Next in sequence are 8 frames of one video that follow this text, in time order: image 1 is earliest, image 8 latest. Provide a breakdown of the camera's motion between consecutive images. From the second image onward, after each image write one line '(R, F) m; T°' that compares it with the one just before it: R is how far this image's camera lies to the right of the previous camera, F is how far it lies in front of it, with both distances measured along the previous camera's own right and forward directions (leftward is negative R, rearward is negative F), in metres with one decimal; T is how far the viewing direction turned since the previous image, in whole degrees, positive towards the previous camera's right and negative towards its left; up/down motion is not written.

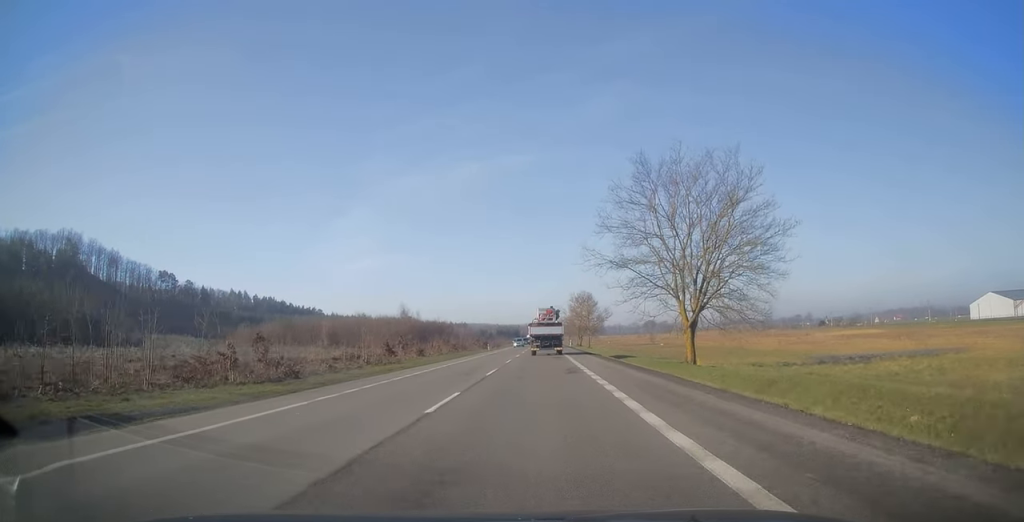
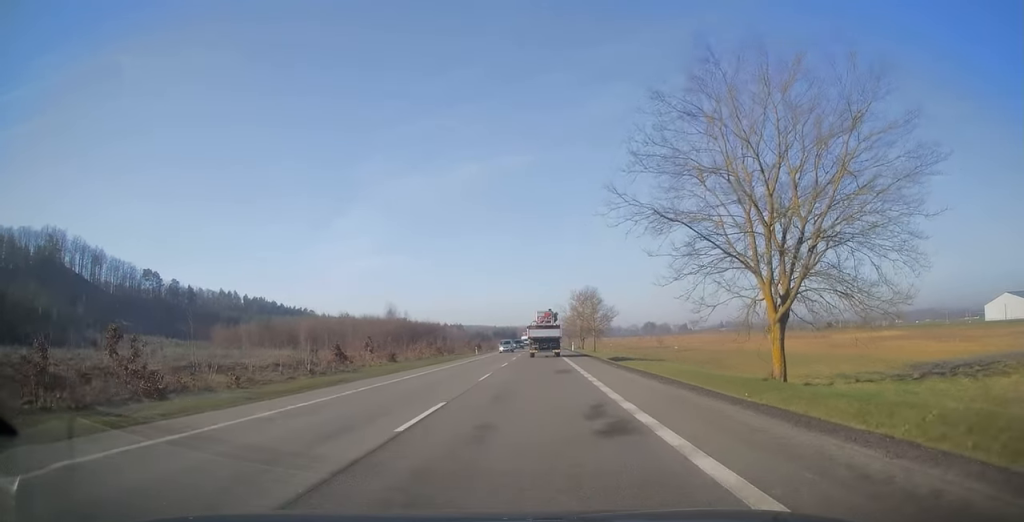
(-0.2, +13.9) m; -1°
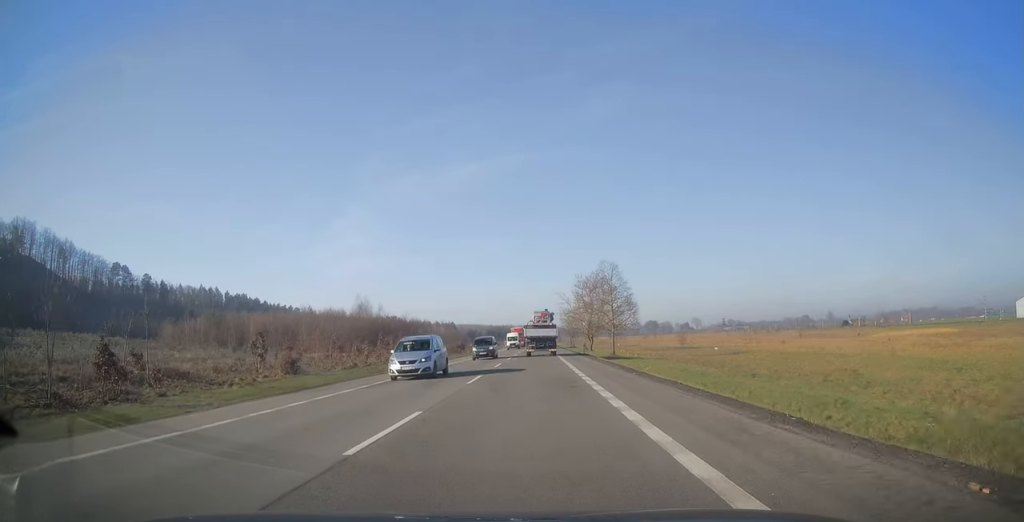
(+0.1, +26.1) m; 0°
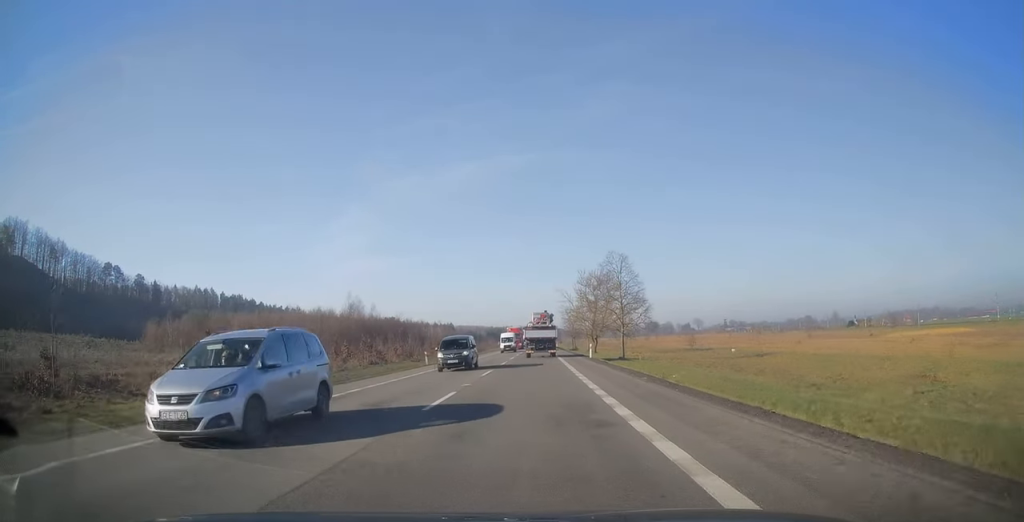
(0.0, +7.1) m; 0°
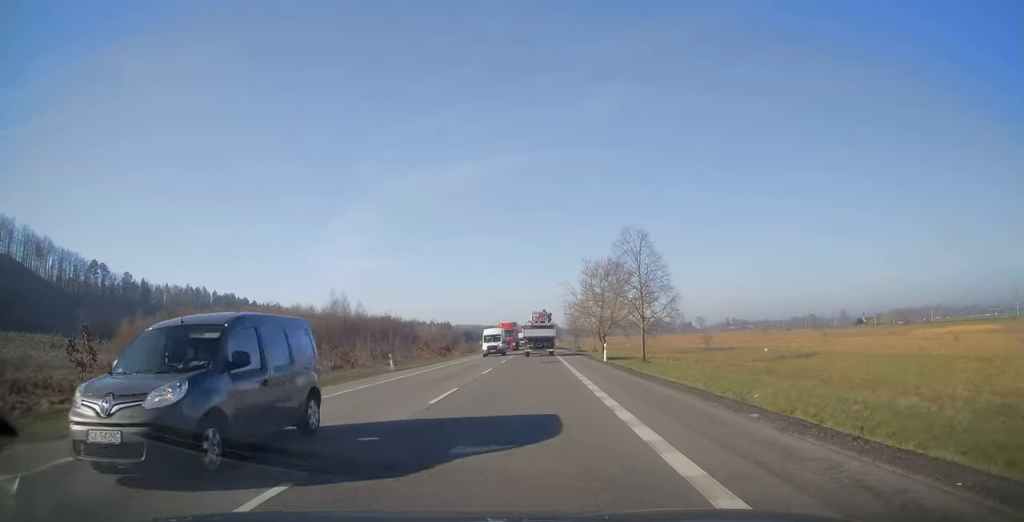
(0.0, +11.0) m; 0°
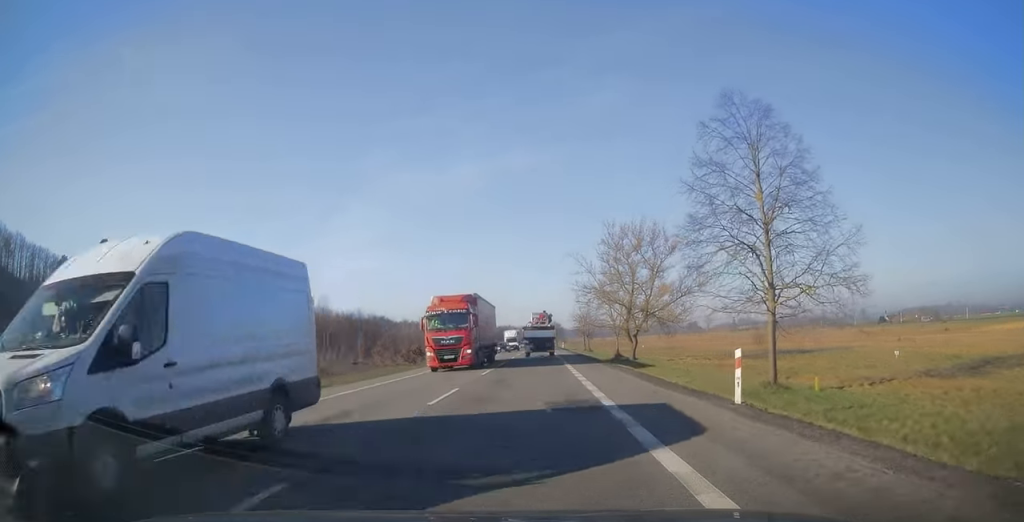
(-0.2, +24.0) m; 0°
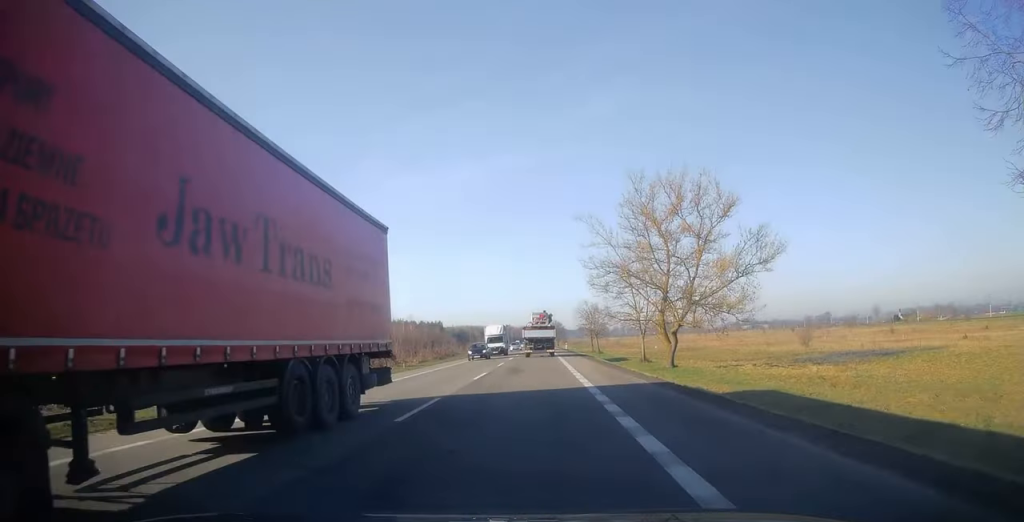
(+0.2, +15.0) m; 0°
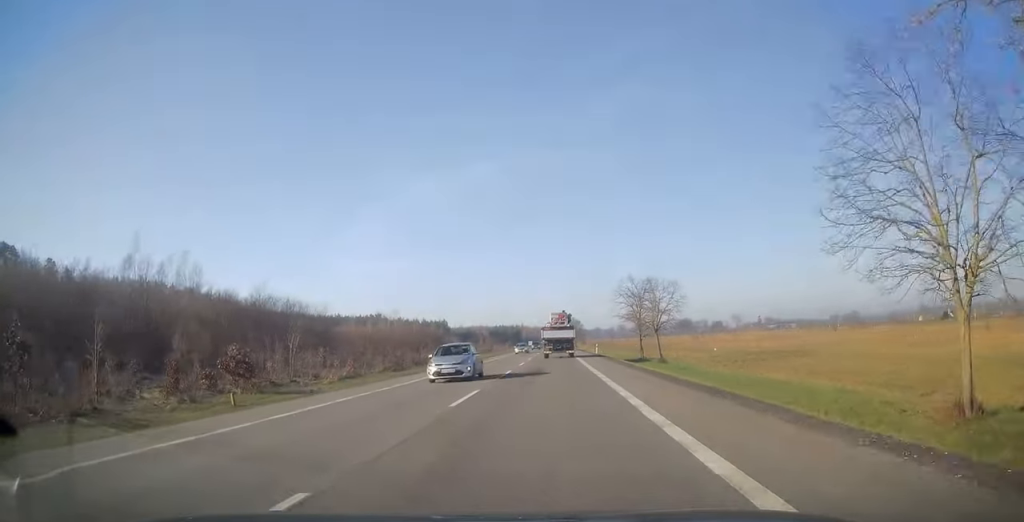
(-0.7, +33.7) m; -2°
